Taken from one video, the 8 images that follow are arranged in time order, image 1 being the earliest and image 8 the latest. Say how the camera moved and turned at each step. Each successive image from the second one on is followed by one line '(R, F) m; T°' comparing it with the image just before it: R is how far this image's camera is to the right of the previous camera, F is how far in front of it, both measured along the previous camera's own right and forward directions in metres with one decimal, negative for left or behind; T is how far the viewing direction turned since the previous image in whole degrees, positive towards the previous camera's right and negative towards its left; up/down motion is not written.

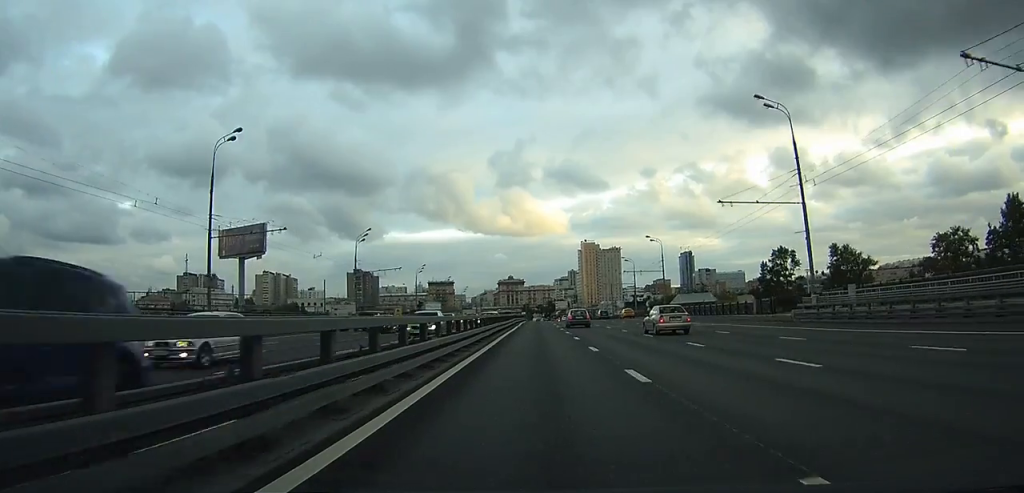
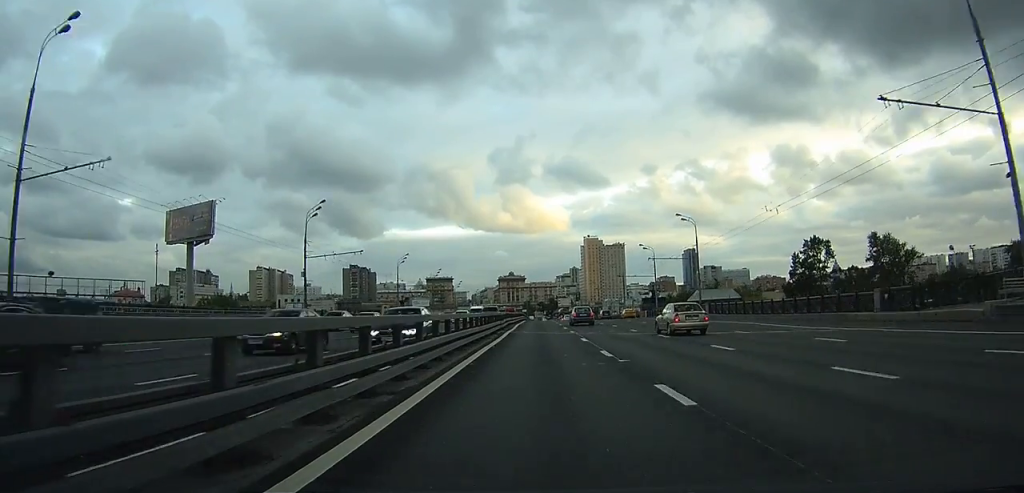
(-0.1, +19.0) m; 0°
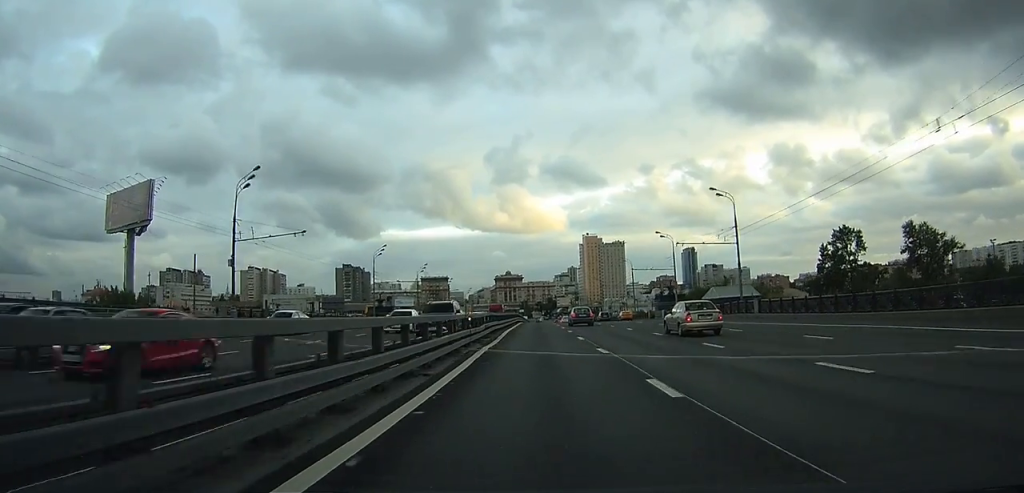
(0.0, +15.6) m; 0°
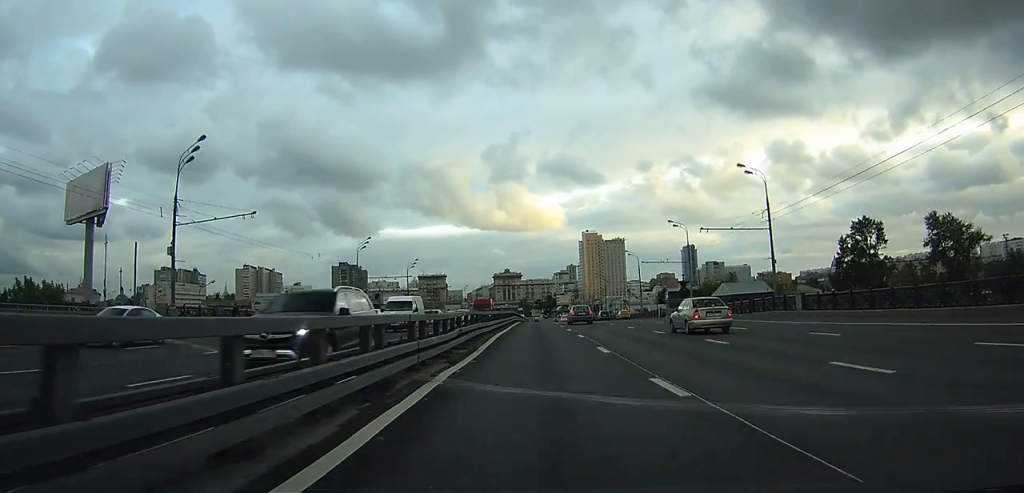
(0.0, +8.8) m; 0°
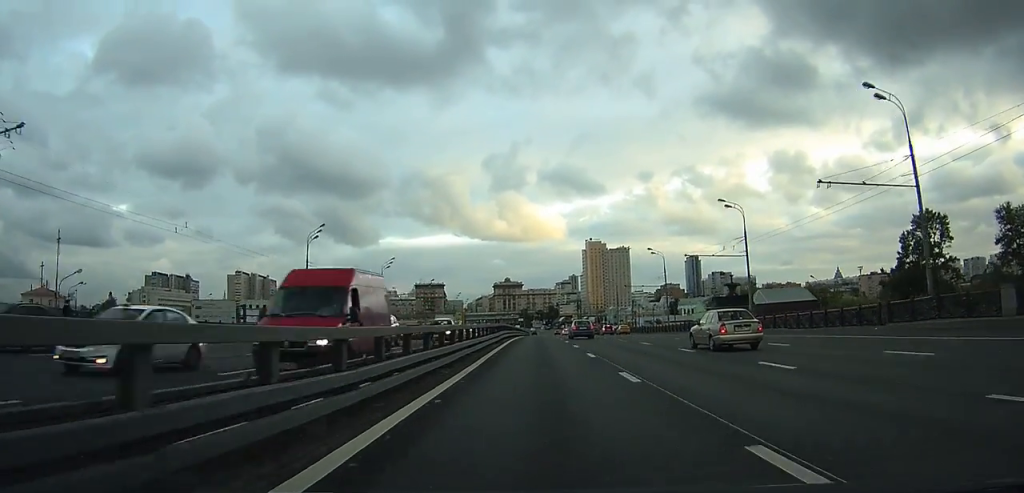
(0.0, +20.8) m; 0°
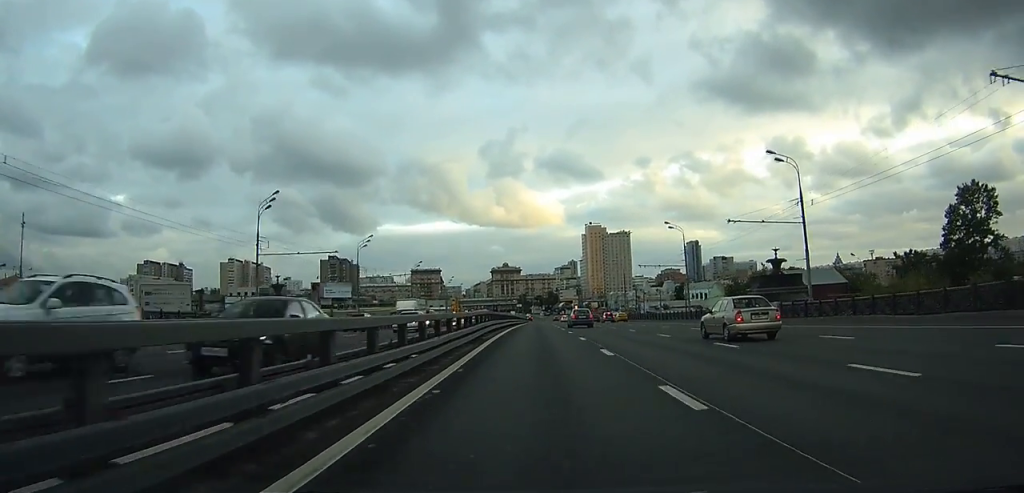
(0.0, +12.7) m; 0°
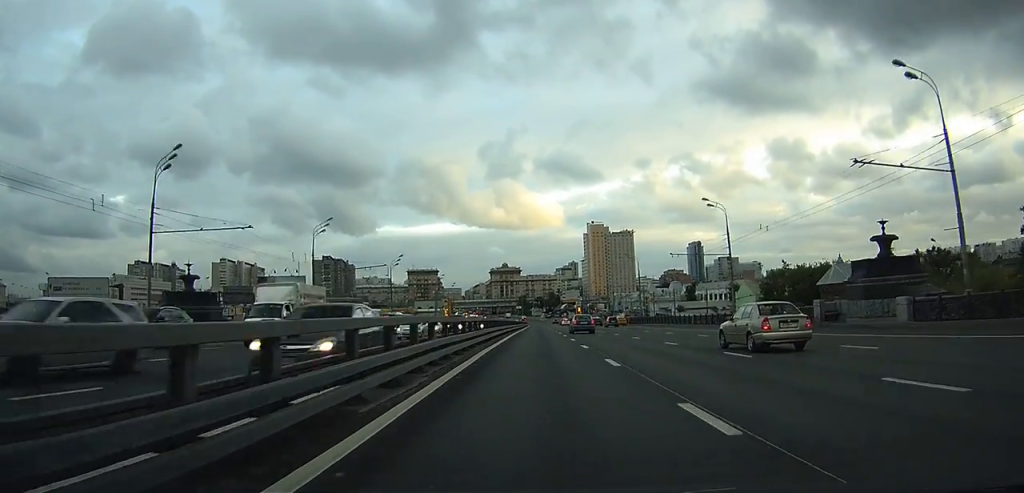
(0.0, +17.4) m; 0°
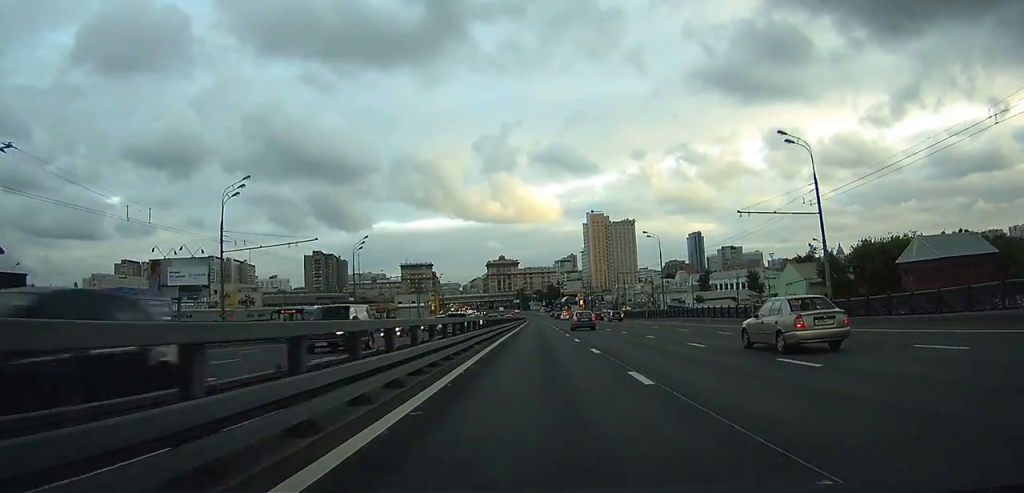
(0.0, +20.0) m; 0°
